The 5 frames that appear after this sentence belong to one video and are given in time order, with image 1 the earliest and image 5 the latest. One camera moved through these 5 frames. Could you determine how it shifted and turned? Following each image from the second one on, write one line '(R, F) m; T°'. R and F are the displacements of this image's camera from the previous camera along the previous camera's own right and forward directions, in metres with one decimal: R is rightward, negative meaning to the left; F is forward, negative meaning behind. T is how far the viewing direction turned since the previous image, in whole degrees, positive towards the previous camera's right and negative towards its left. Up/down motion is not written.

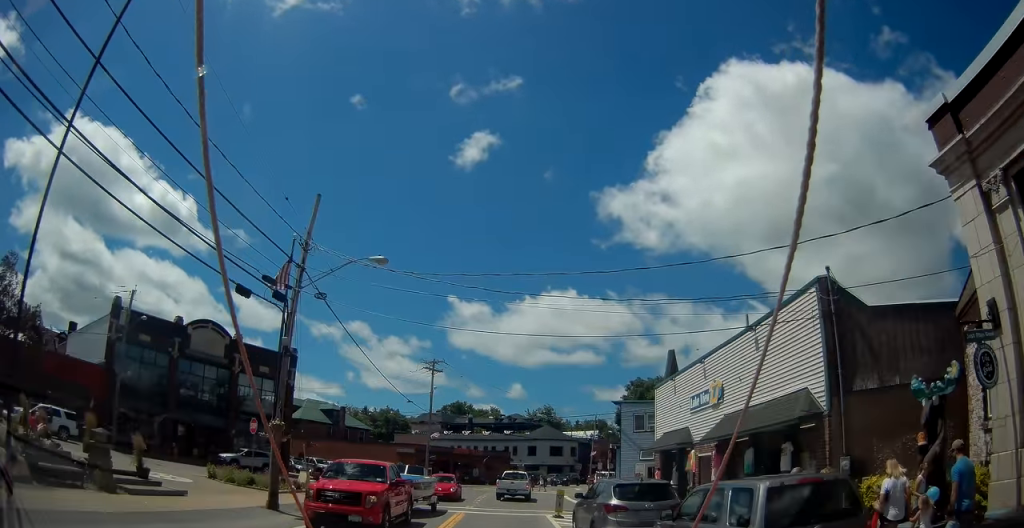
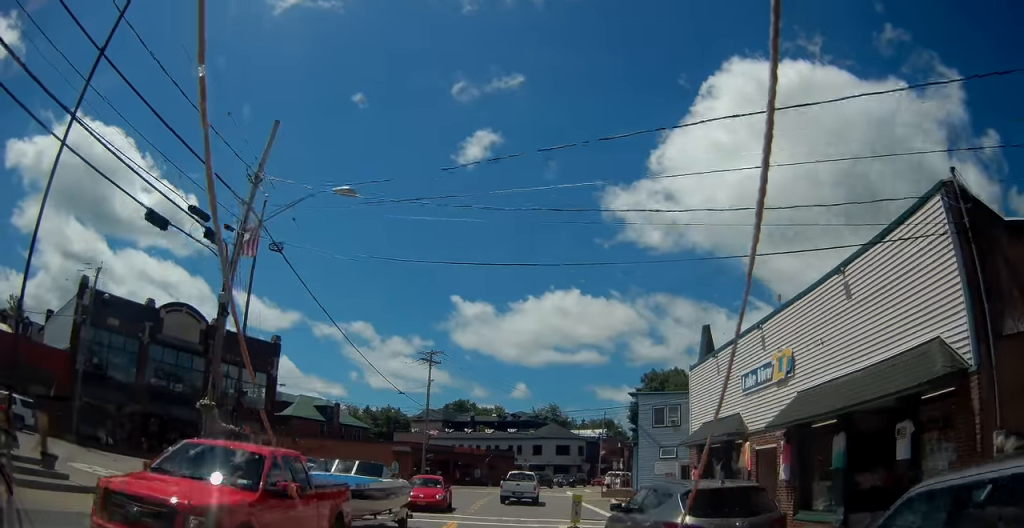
(0.0, +4.6) m; -1°
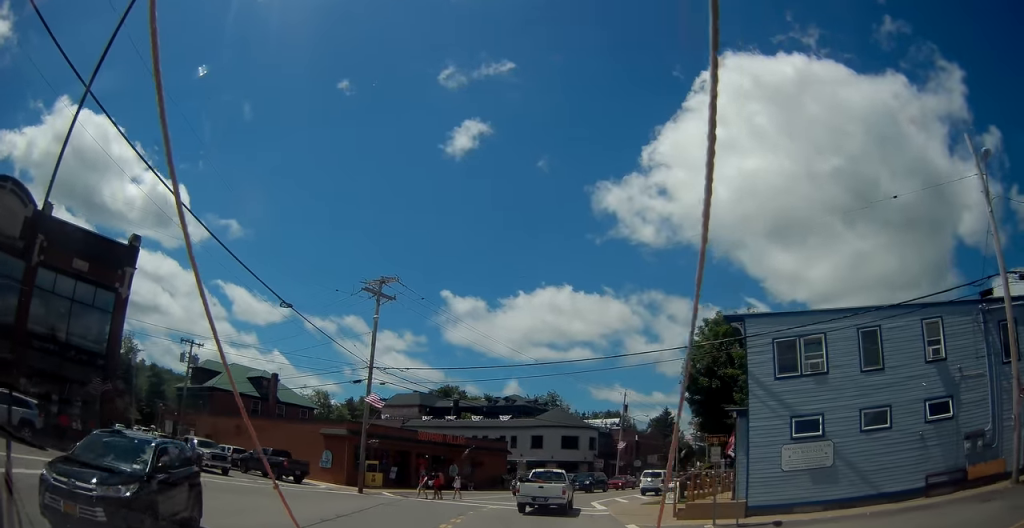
(-0.4, +20.2) m; 0°
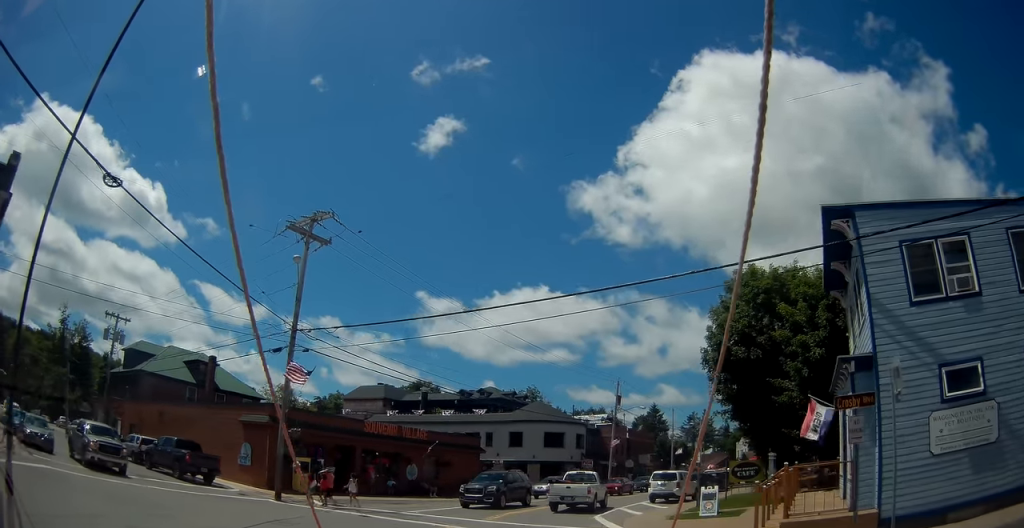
(-0.5, +9.3) m; 0°
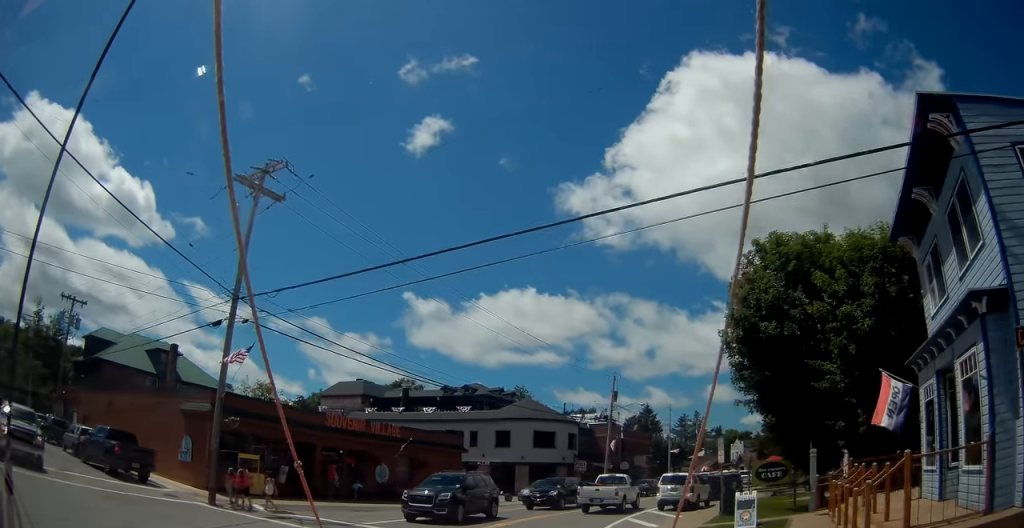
(+0.2, +4.4) m; +5°
